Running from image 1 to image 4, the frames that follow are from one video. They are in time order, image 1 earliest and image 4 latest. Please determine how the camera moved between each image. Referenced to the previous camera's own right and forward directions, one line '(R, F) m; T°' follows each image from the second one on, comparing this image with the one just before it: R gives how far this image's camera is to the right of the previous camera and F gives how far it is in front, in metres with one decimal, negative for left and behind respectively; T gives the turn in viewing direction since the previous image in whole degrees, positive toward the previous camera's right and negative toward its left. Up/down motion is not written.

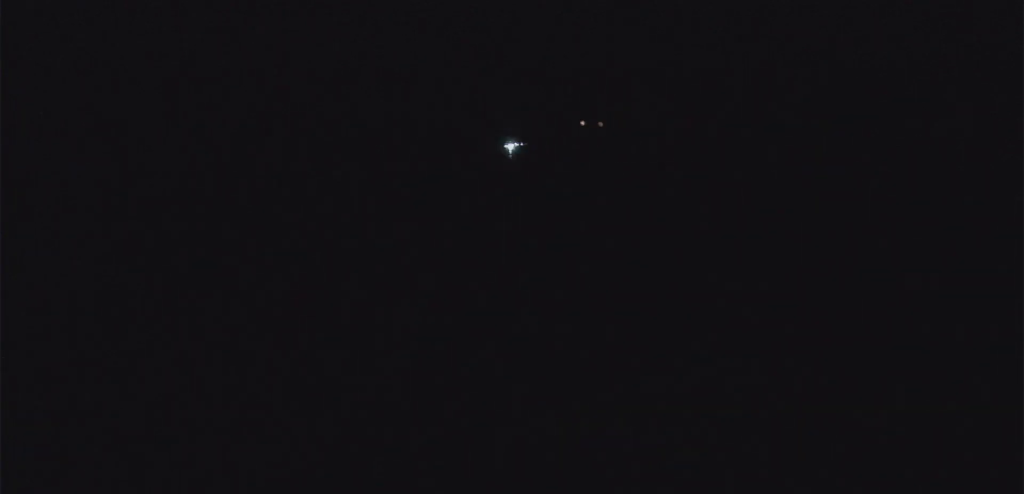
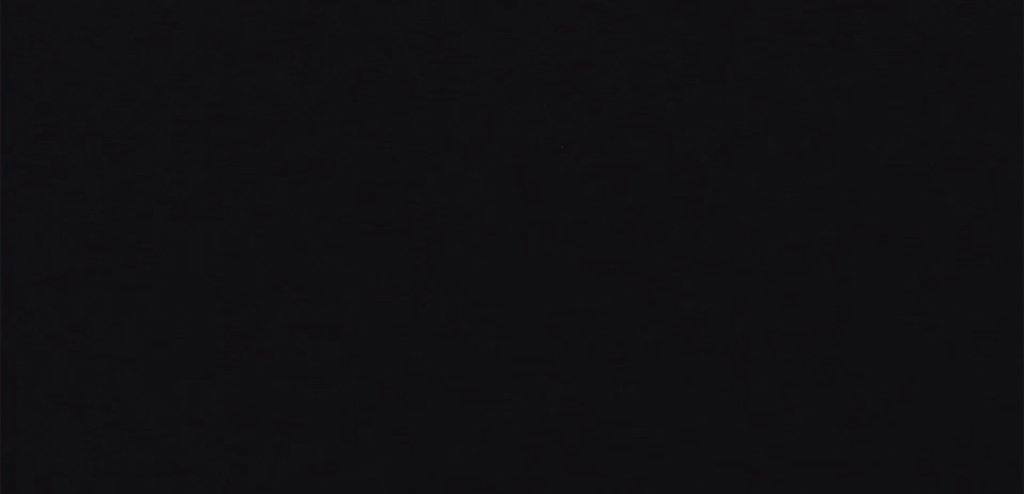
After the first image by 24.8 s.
(+81.2, +665.6) m; +16°
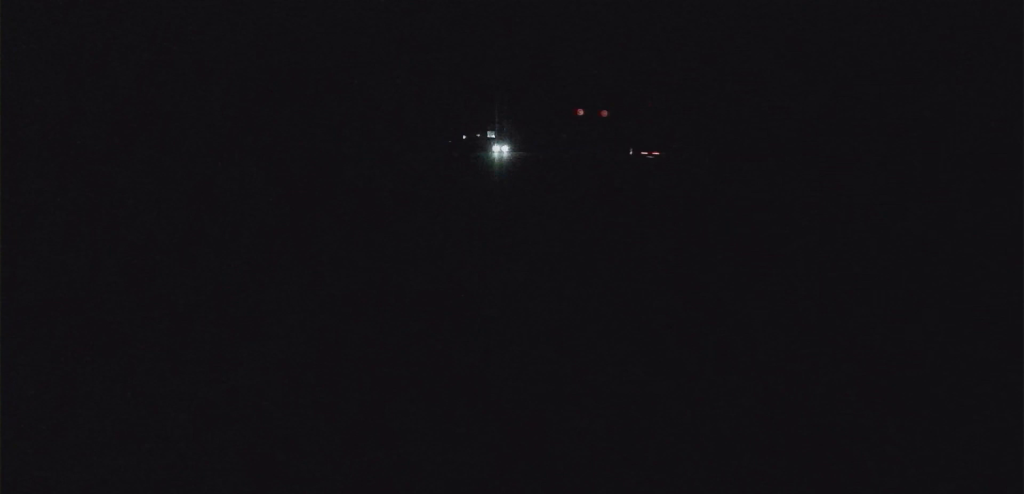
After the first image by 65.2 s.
(+261.2, +1059.9) m; +27°
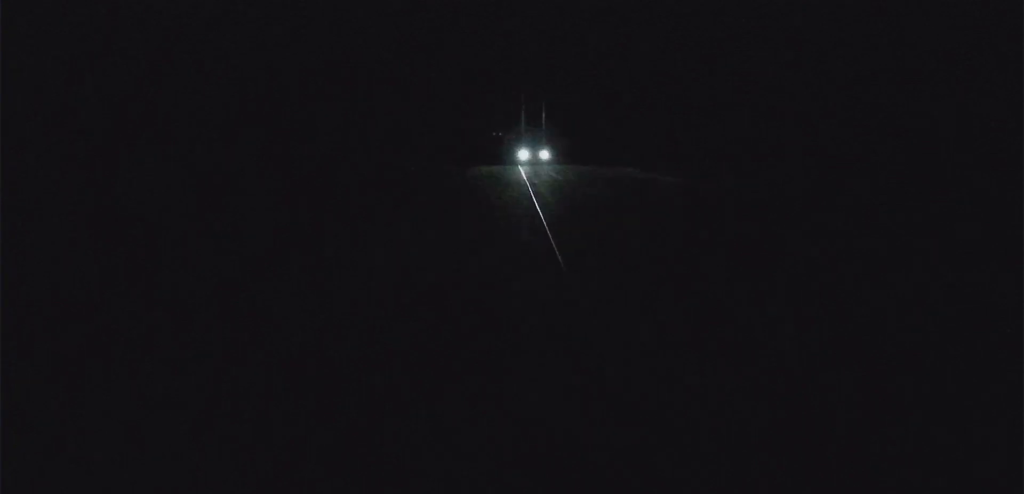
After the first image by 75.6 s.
(+12.1, +283.9) m; +4°
